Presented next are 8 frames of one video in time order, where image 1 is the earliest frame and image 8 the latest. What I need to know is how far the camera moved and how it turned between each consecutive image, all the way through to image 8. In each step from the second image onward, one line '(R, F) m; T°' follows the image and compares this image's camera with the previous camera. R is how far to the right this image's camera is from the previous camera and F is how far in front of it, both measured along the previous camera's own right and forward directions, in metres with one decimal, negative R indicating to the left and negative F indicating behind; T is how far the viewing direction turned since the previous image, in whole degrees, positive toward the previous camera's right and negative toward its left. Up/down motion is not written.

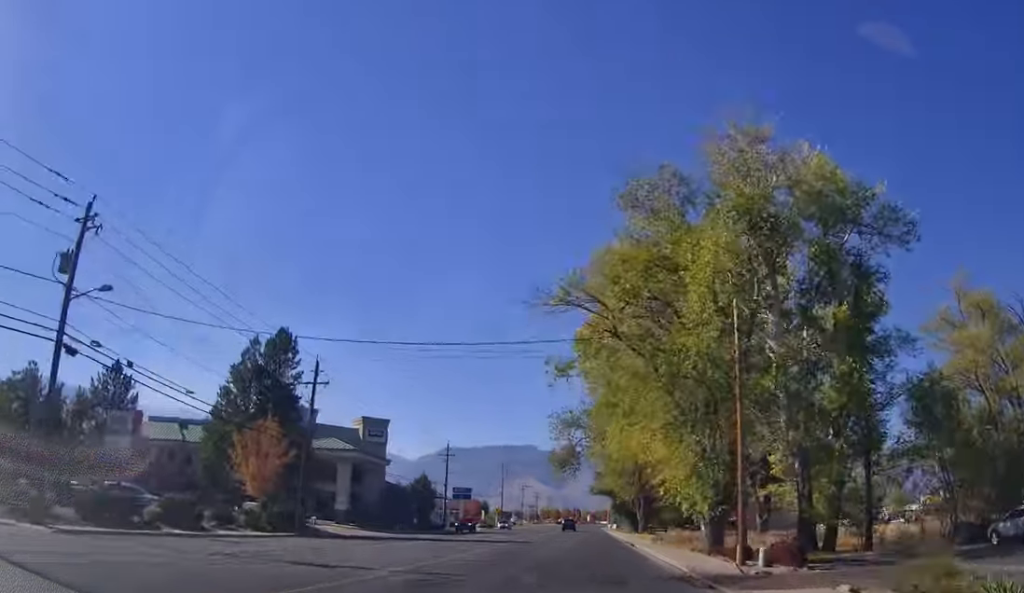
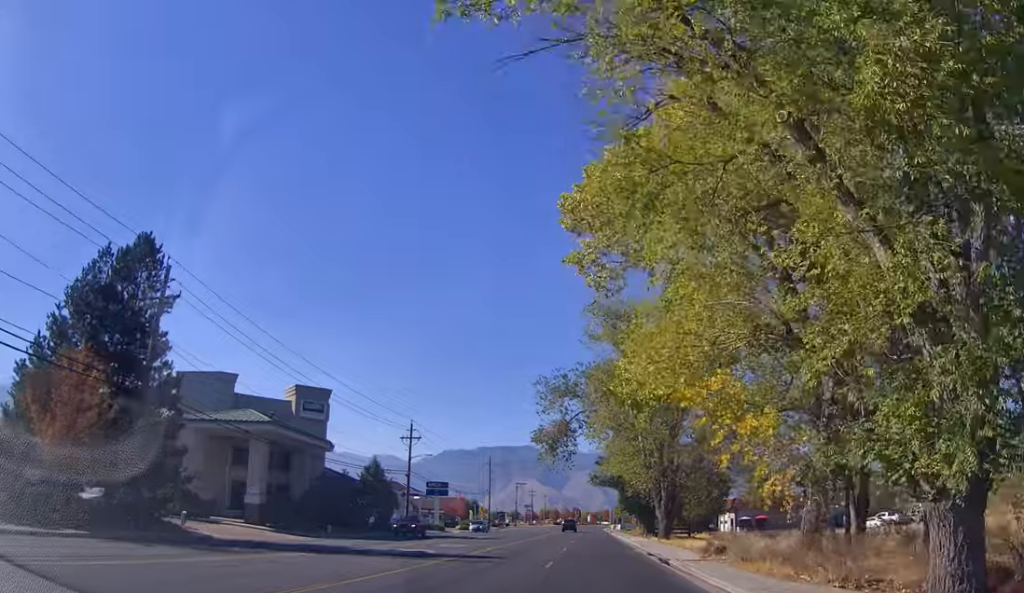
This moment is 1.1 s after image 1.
(-0.1, +18.4) m; 0°
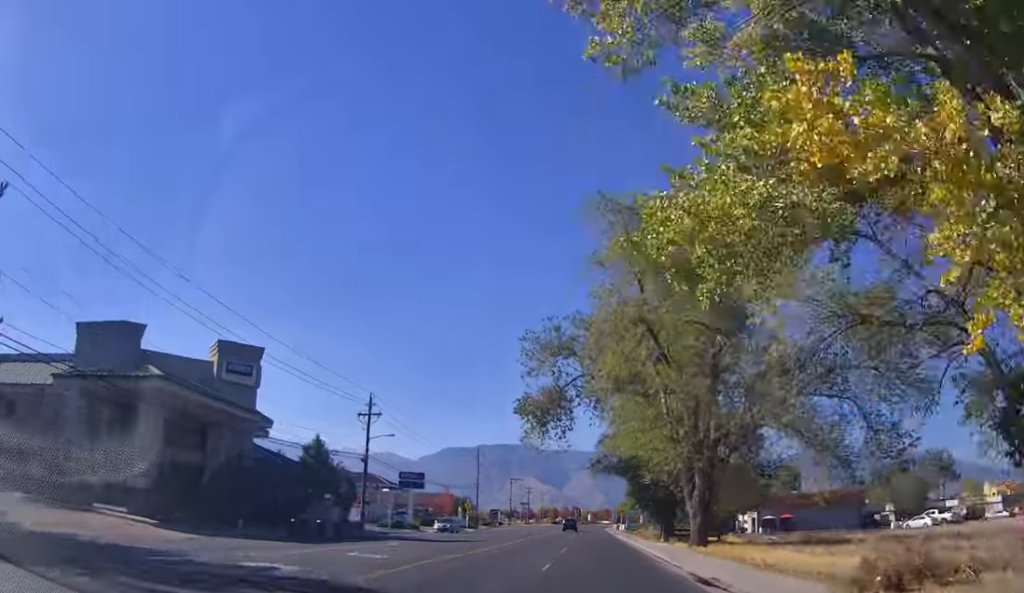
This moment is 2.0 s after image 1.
(+0.1, +13.9) m; 0°
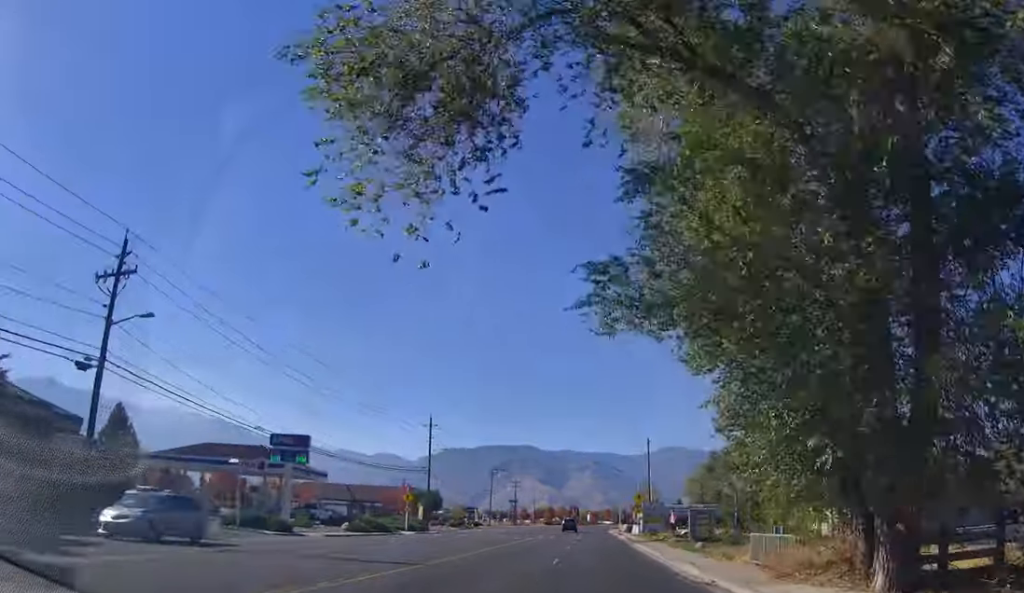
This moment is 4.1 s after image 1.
(-0.2, +34.1) m; 0°
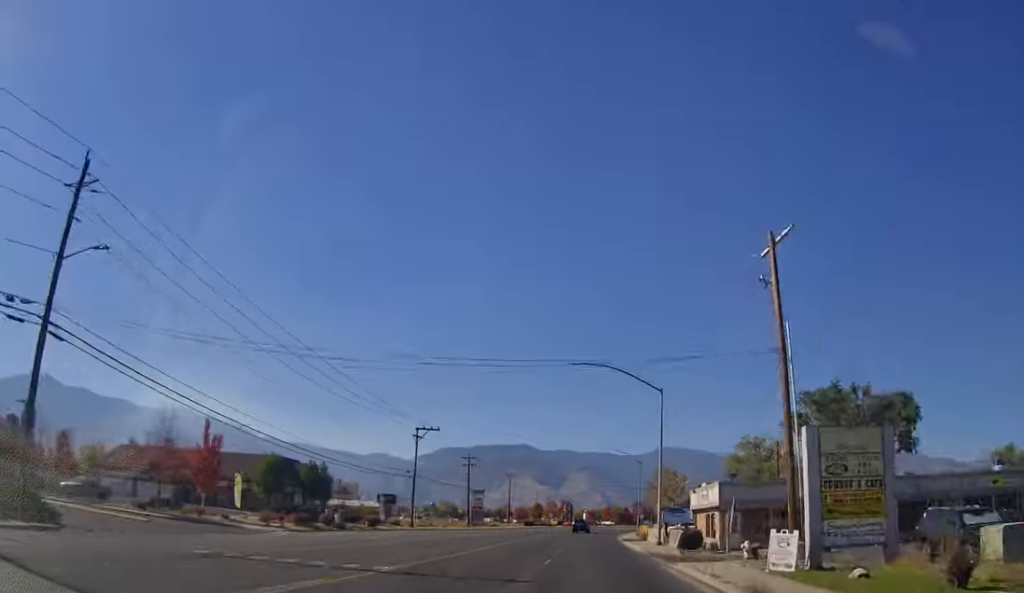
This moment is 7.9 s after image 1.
(+0.6, +60.0) m; +1°
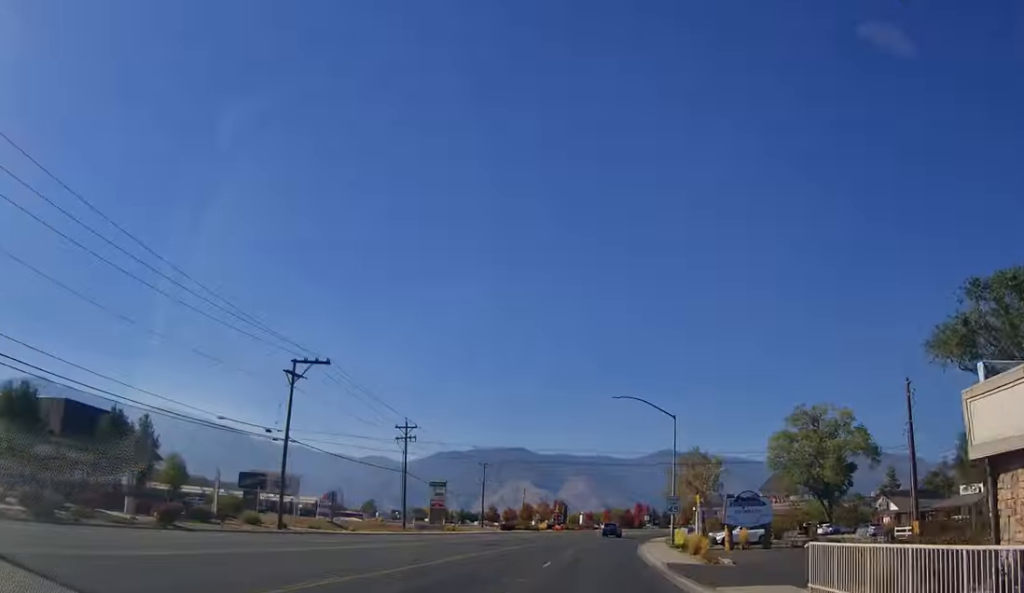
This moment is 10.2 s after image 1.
(0.0, +36.2) m; 0°
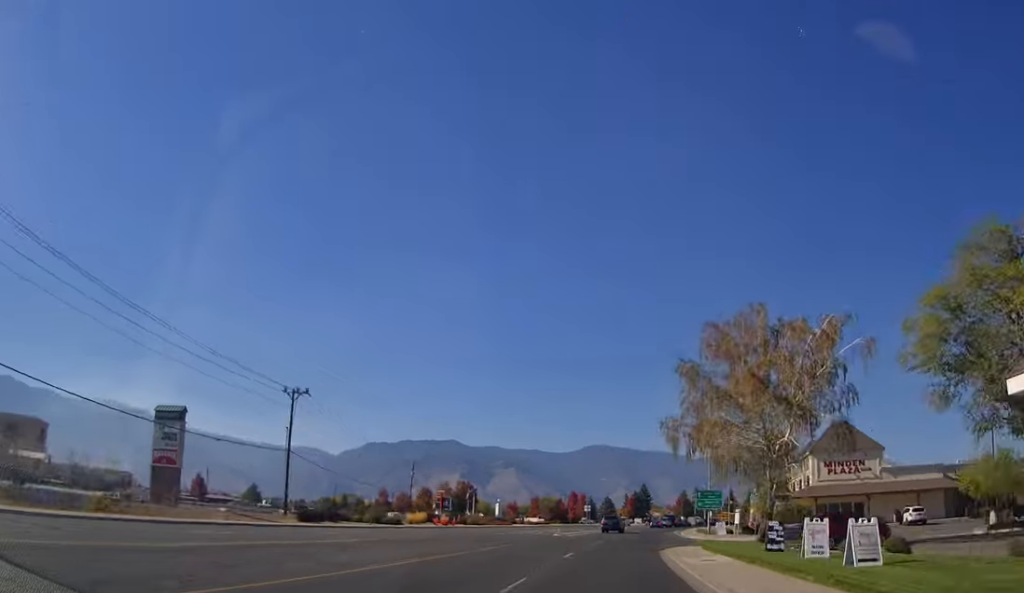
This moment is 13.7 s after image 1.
(+1.3, +57.9) m; +5°
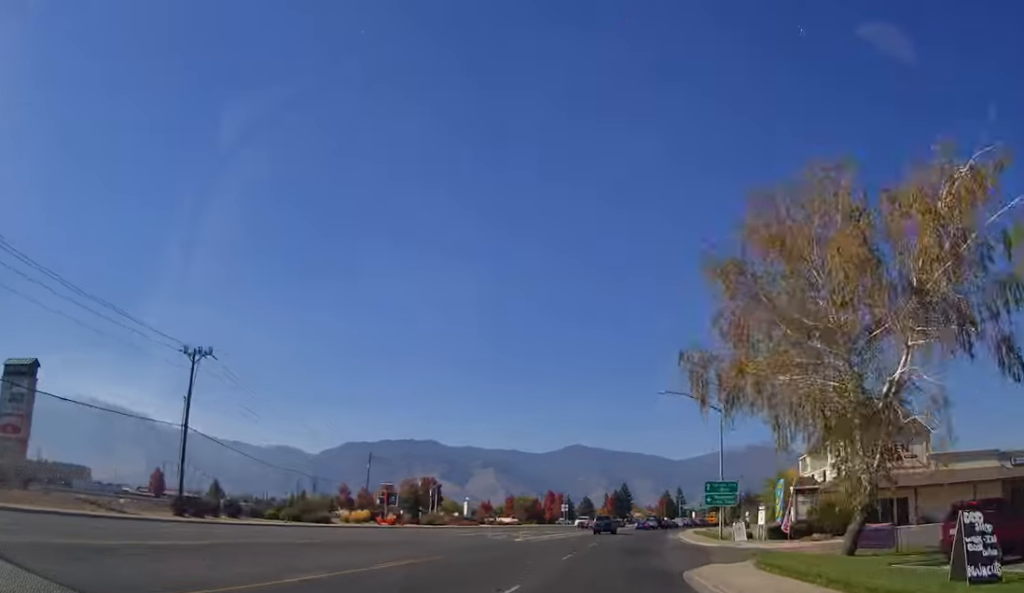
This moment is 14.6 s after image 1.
(+0.4, +14.3) m; +2°
